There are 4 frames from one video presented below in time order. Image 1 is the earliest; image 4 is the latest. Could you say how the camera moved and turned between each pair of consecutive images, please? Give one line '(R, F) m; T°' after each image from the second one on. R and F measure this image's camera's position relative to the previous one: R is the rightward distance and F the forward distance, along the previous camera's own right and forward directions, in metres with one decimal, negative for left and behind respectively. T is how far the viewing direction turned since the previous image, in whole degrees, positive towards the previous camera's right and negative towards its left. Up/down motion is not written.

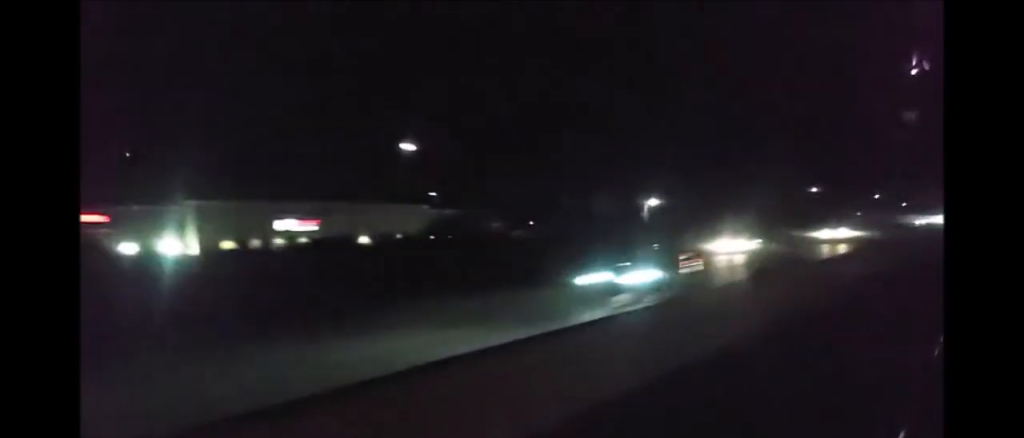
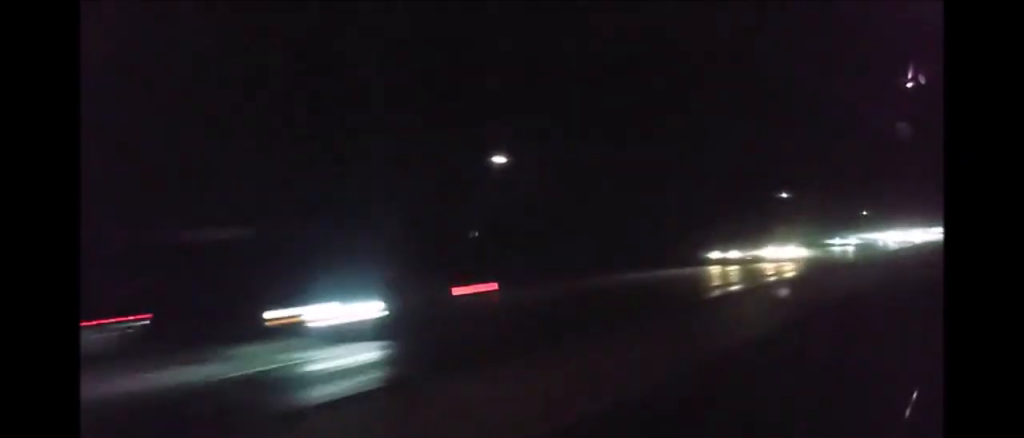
(+0.6, +110.6) m; +1°
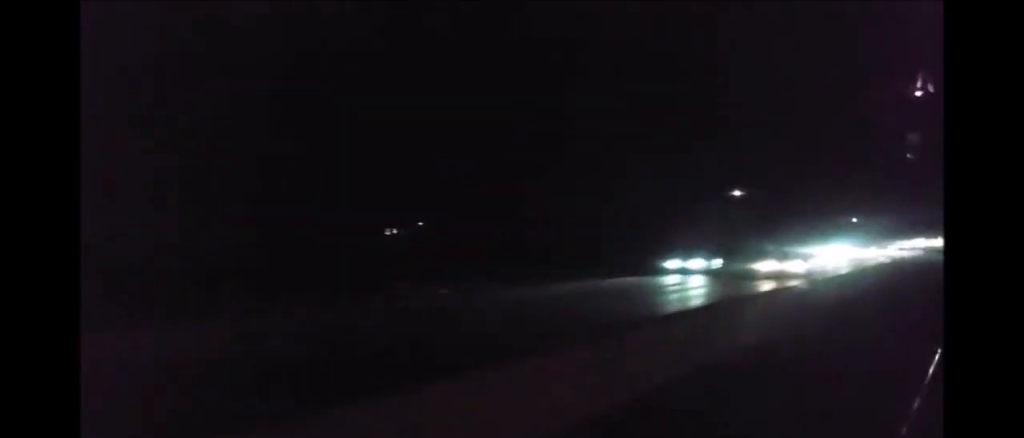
(+0.3, +31.7) m; -1°
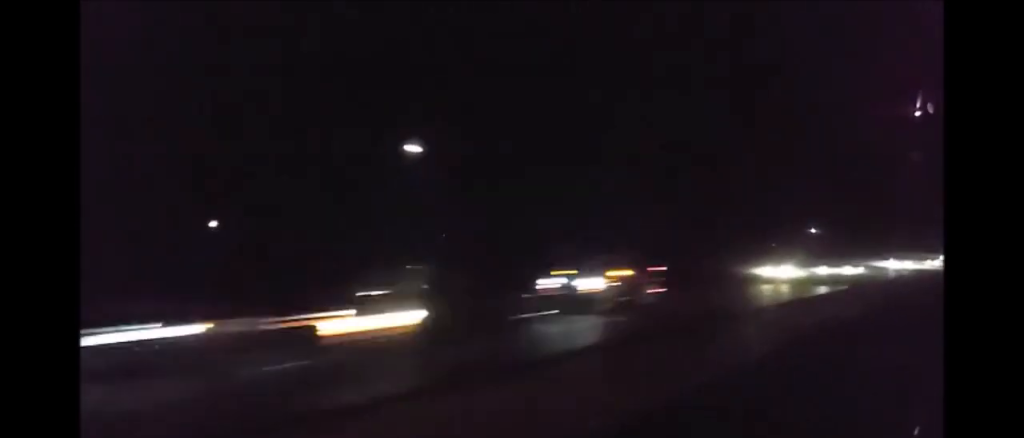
(-1.3, +70.8) m; 0°
